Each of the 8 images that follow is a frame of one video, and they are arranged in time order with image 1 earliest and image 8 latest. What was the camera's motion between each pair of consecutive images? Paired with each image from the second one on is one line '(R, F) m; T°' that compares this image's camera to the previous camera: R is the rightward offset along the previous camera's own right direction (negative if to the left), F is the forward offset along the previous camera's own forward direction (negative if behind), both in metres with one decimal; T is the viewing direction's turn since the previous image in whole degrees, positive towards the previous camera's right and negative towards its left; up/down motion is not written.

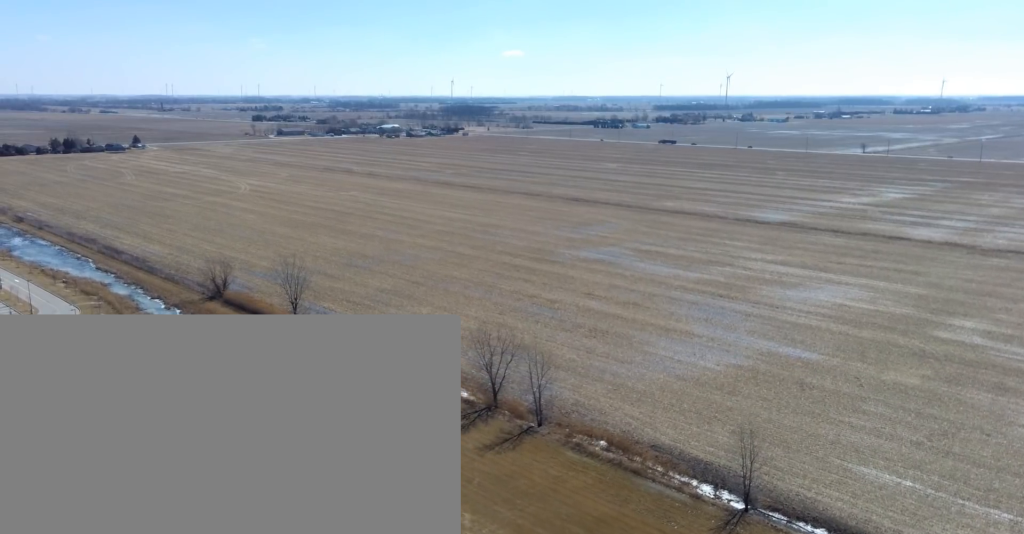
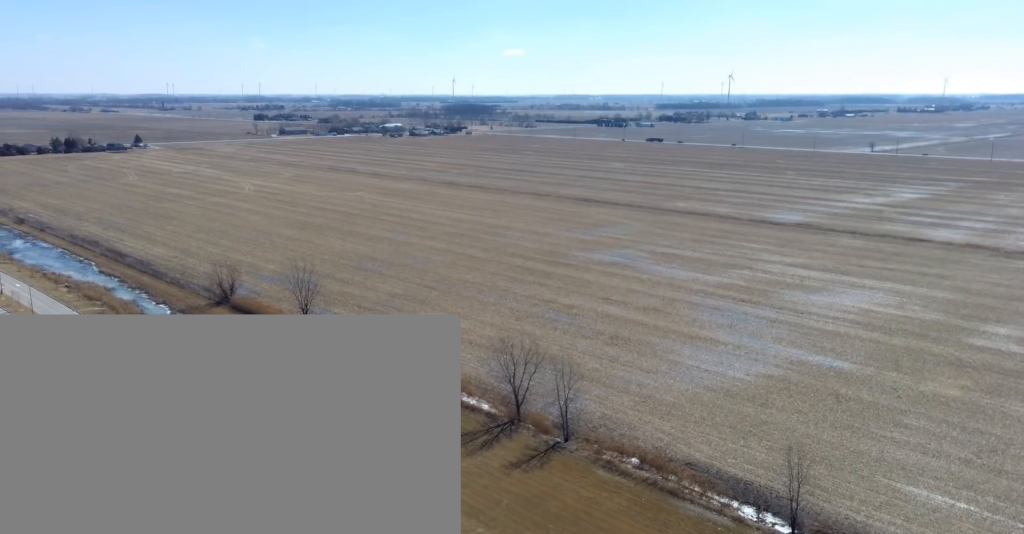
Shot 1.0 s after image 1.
(0.0, +6.6) m; 0°
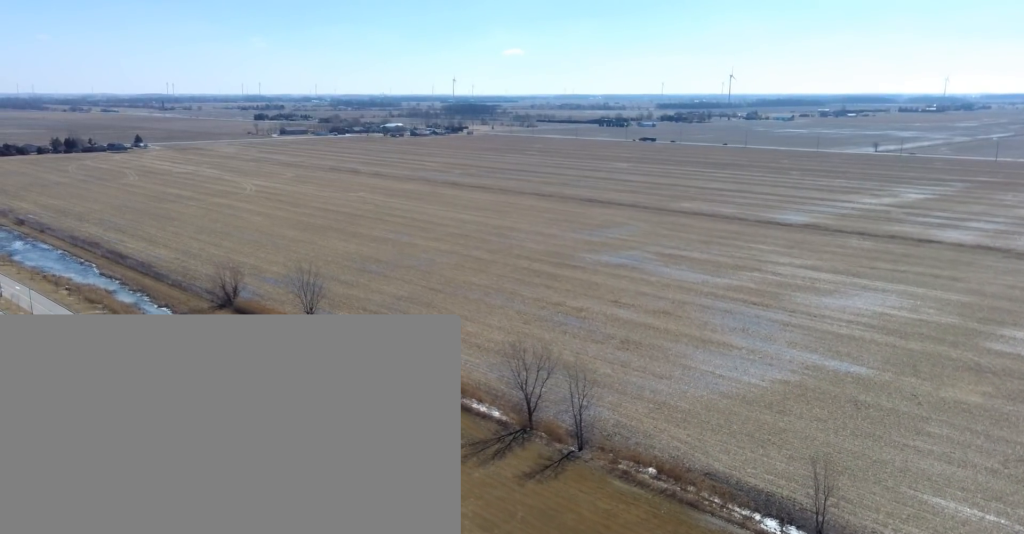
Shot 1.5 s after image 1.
(0.0, +3.5) m; 0°
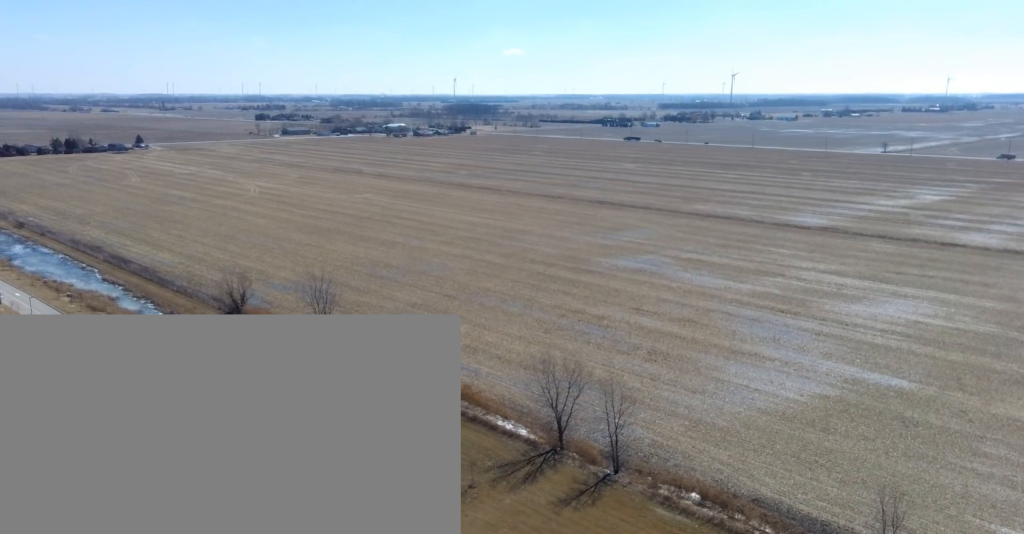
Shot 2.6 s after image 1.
(0.0, +8.1) m; 0°
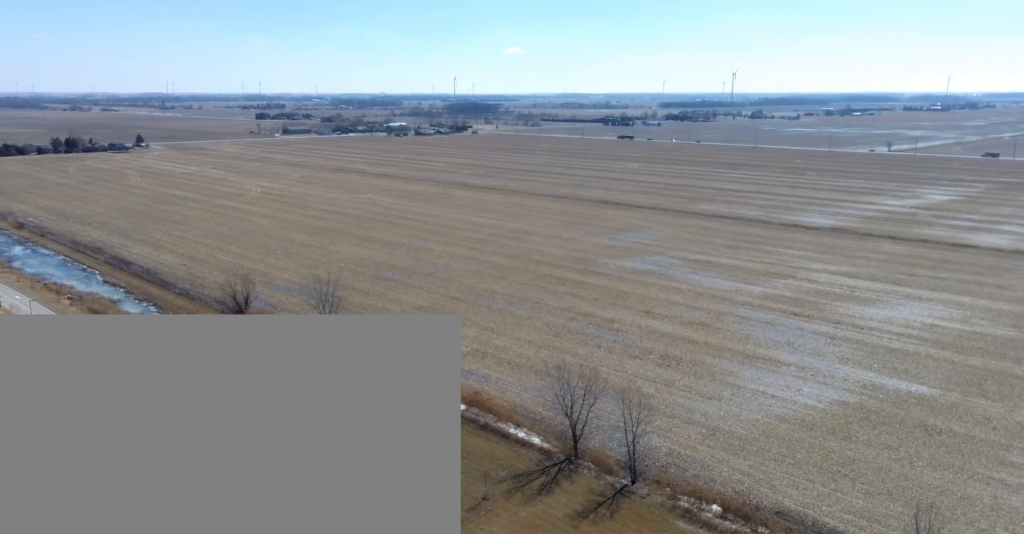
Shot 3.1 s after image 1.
(0.0, +3.6) m; 0°
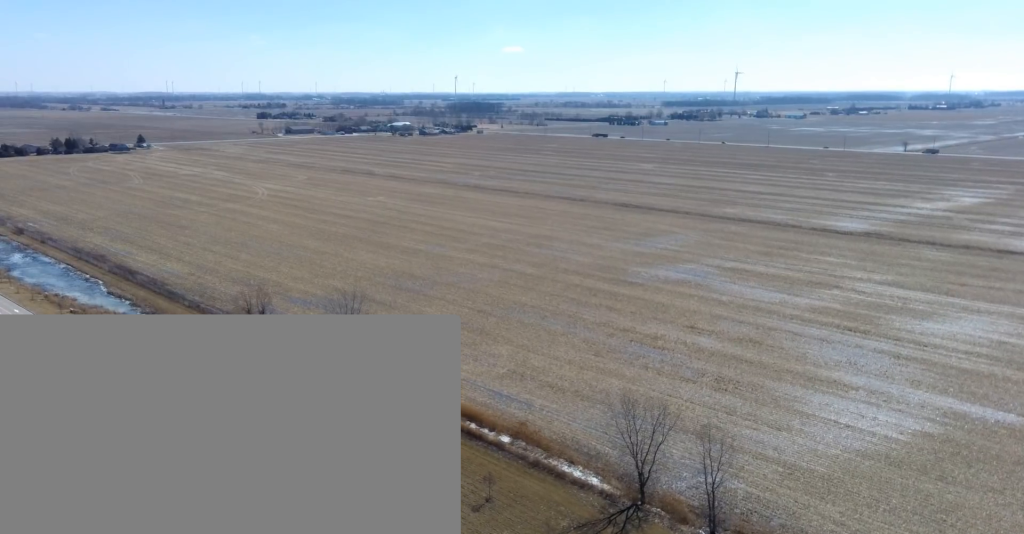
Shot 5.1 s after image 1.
(0.0, +15.0) m; 0°
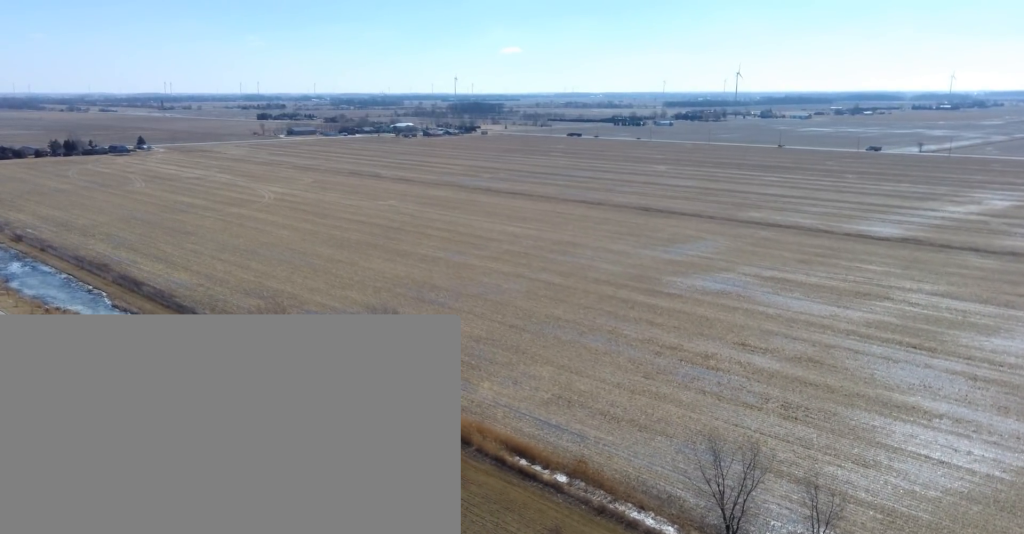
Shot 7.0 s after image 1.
(0.0, +16.3) m; 0°
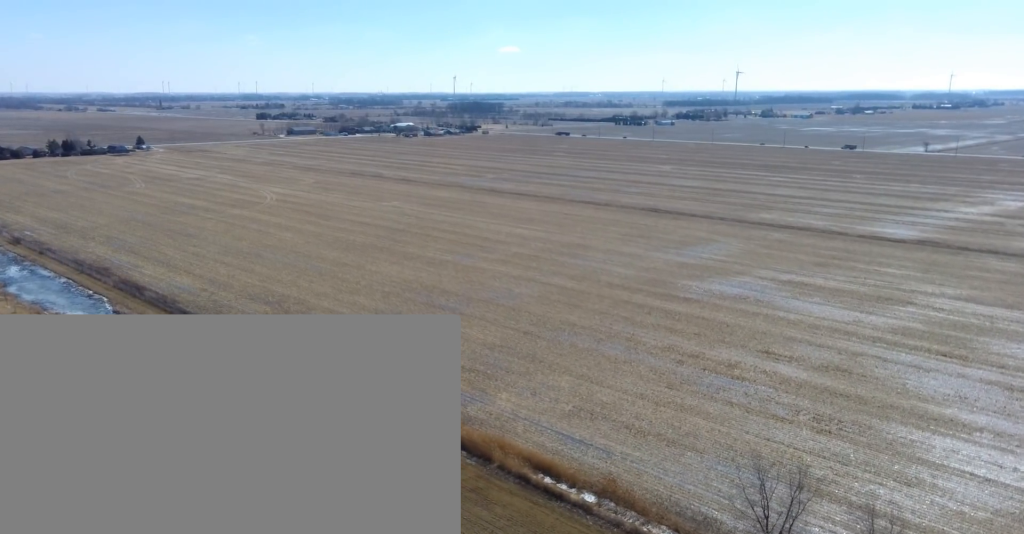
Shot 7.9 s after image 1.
(0.0, +8.1) m; -1°
